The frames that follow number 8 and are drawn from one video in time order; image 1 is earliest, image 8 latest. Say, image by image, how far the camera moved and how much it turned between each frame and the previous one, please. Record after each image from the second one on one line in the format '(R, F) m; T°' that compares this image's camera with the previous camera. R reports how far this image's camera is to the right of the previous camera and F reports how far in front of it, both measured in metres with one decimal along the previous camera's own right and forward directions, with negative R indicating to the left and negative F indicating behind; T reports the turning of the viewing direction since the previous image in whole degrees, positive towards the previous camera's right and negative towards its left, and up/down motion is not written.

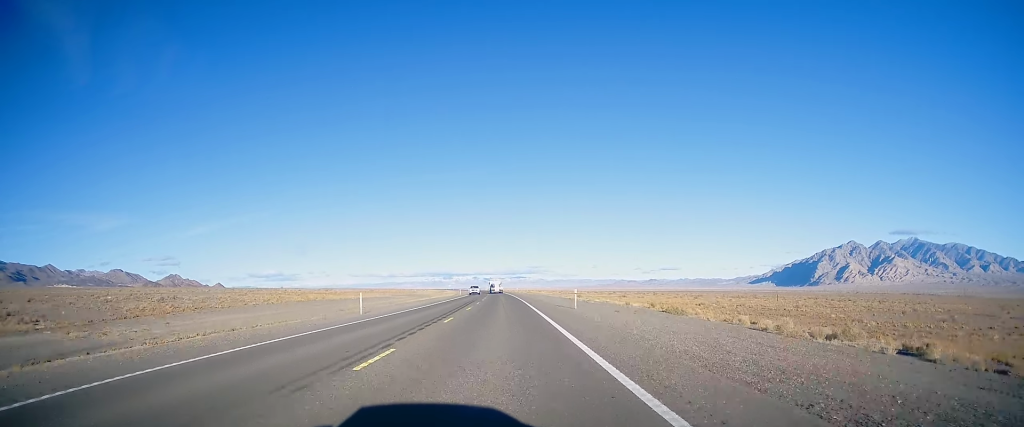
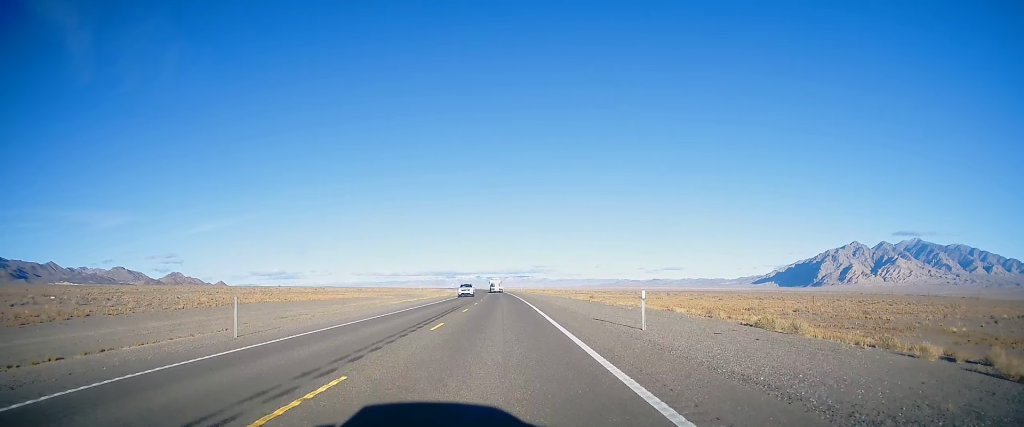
(-0.1, +15.8) m; 0°
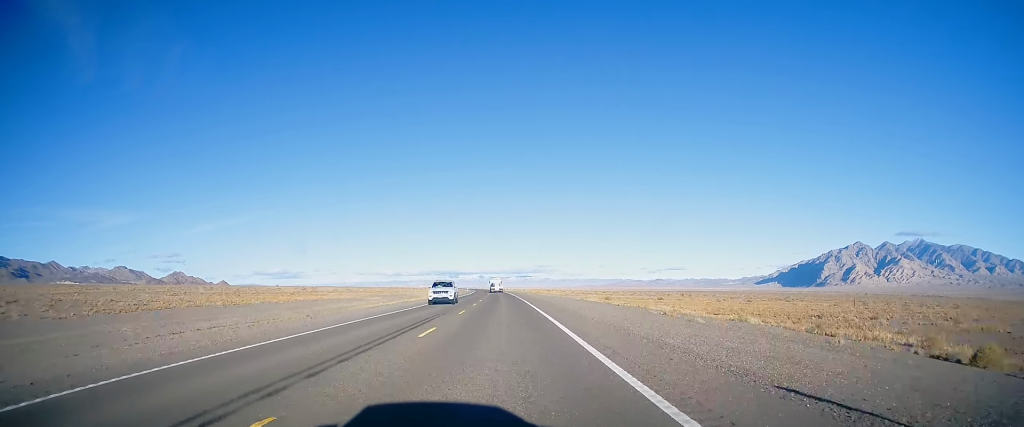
(0.0, +14.7) m; -1°
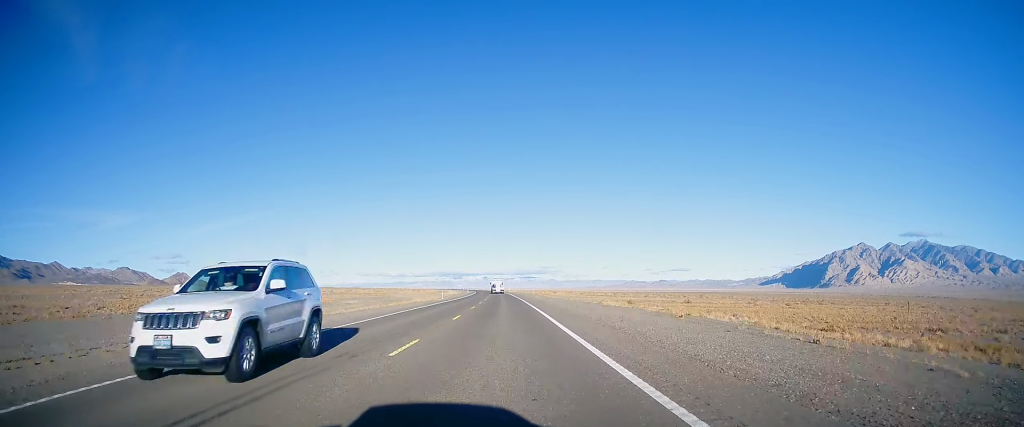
(+0.2, +15.8) m; -1°
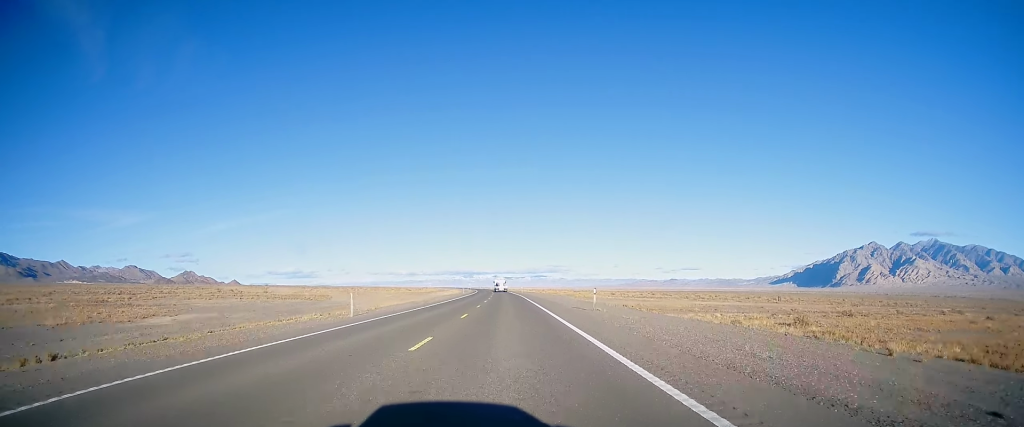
(-0.6, +48.0) m; 0°
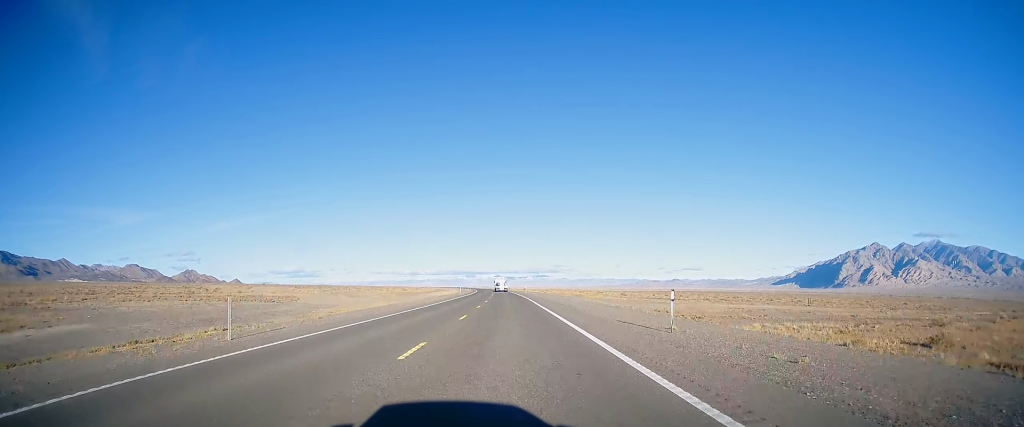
(+0.2, +13.5) m; 0°
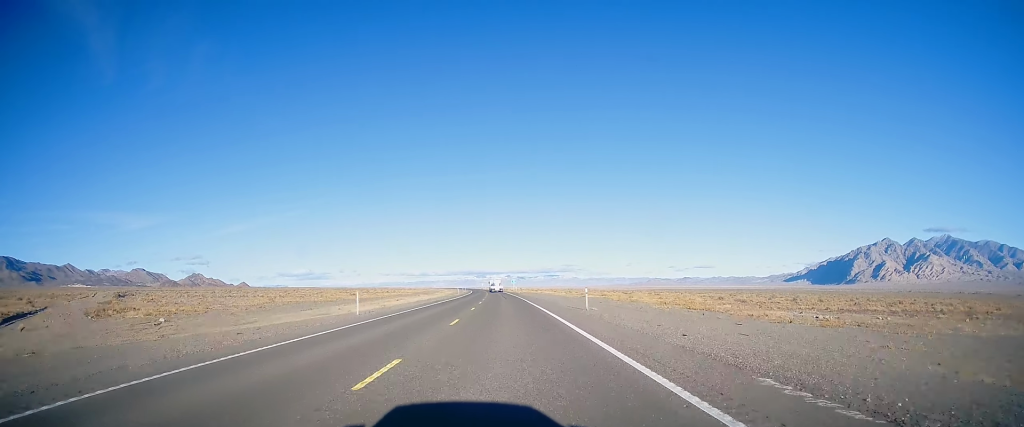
(-1.2, +76.0) m; -1°
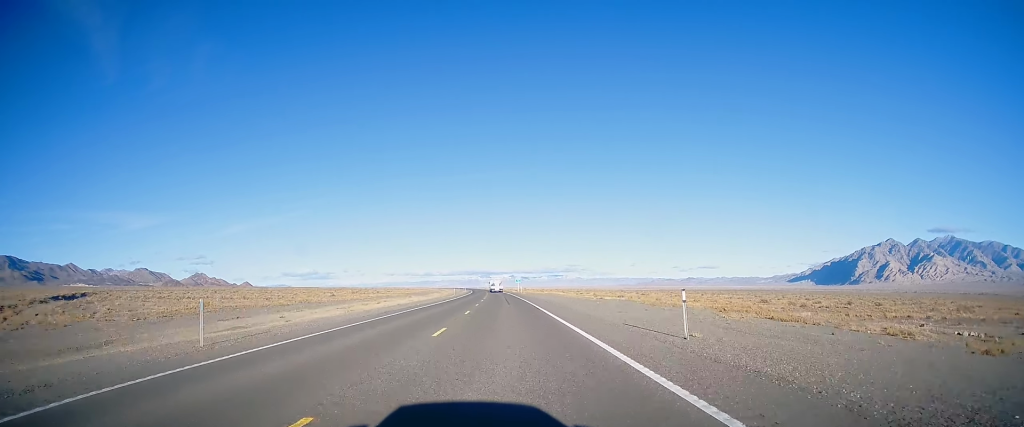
(+0.4, +16.7) m; 0°
